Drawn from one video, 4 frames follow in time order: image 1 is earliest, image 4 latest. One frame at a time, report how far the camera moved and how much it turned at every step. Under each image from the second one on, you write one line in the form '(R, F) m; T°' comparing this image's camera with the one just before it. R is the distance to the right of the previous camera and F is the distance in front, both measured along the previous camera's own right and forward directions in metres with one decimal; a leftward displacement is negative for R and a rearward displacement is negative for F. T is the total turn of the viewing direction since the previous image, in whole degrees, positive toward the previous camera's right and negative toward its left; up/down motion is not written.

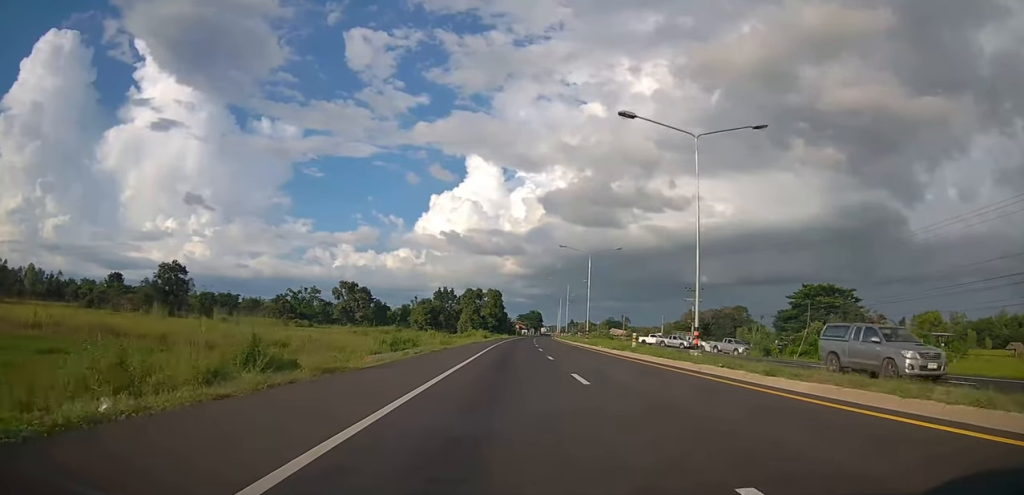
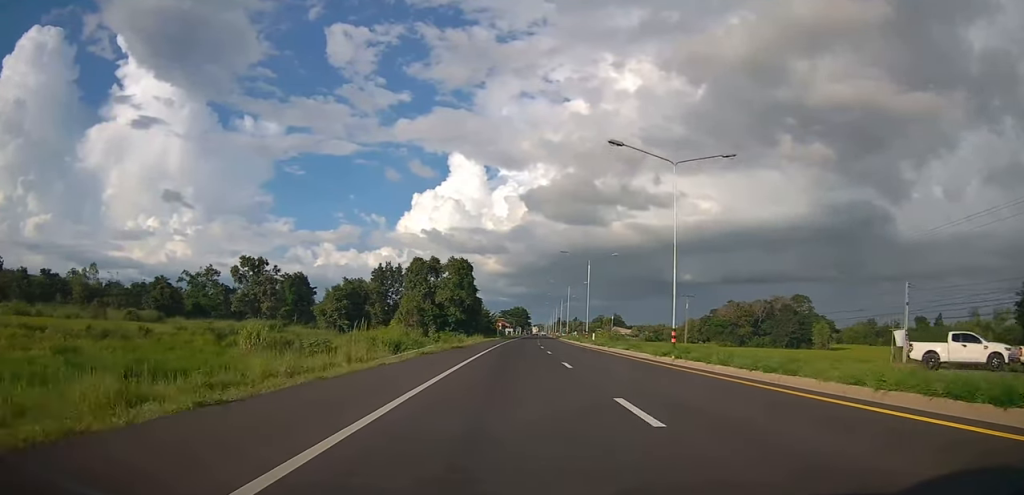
(+1.9, +66.4) m; +2°
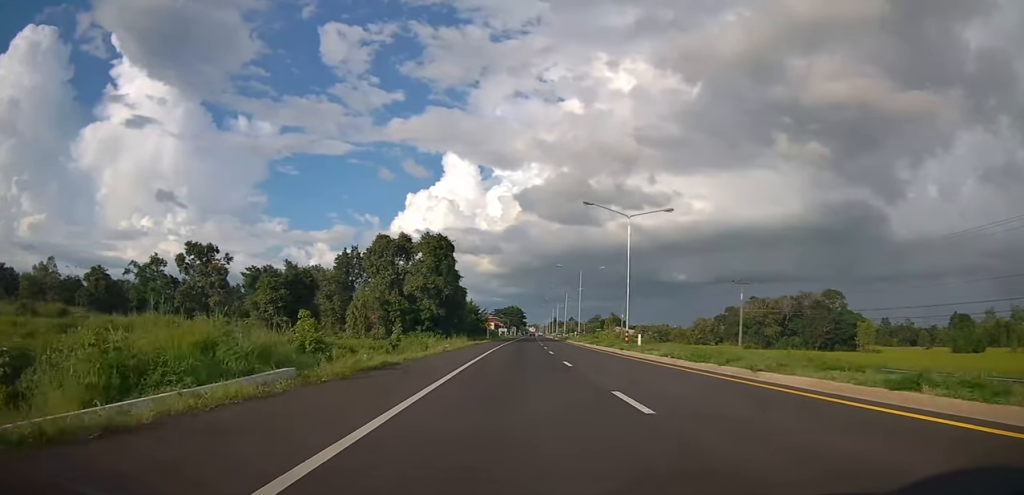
(-0.7, +22.9) m; 0°
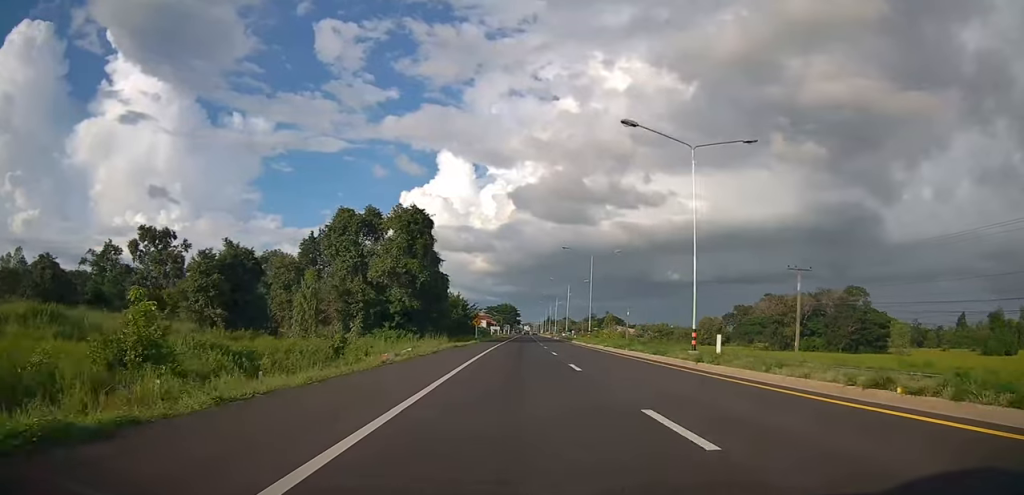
(+0.4, +14.7) m; +1°
